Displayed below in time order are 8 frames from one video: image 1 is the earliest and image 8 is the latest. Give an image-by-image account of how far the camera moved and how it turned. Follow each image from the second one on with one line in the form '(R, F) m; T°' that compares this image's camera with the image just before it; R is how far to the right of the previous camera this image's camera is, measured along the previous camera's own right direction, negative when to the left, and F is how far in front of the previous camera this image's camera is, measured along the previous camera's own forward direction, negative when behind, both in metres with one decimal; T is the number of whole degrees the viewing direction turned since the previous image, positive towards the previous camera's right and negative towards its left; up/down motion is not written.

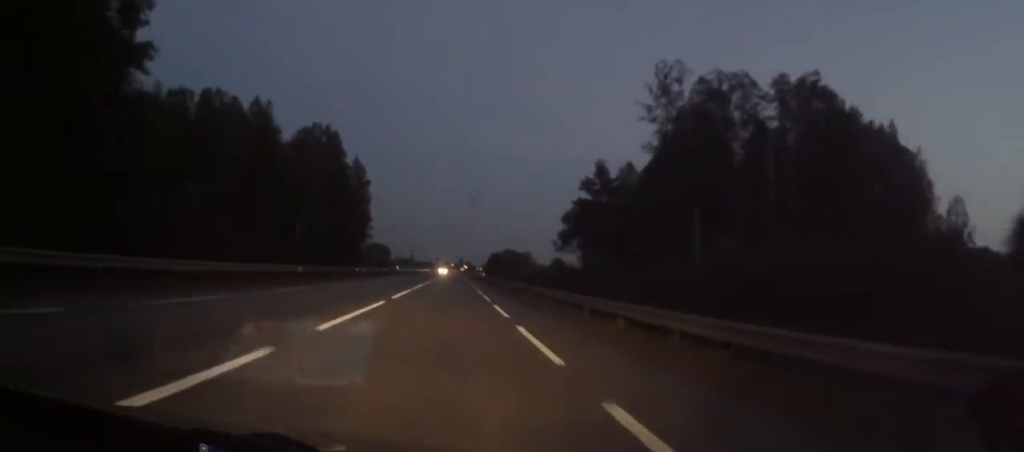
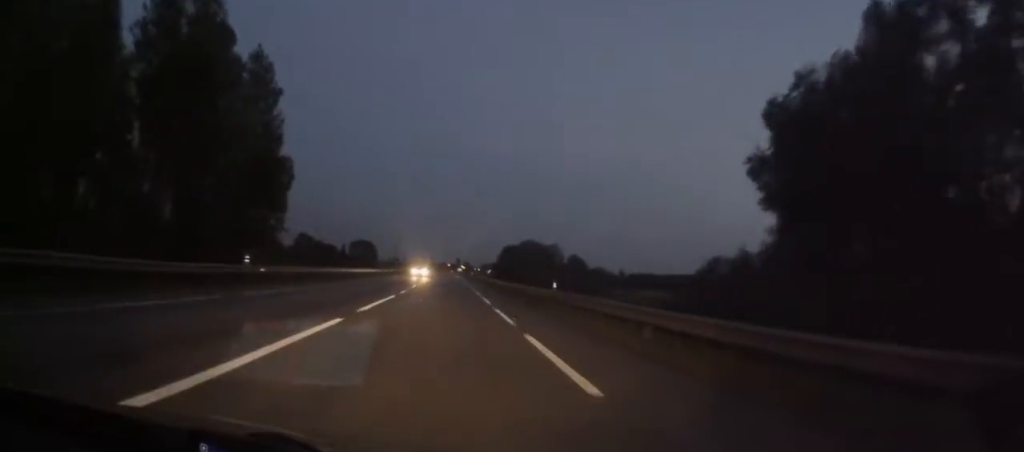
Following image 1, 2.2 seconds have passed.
(+1.2, +65.8) m; +1°
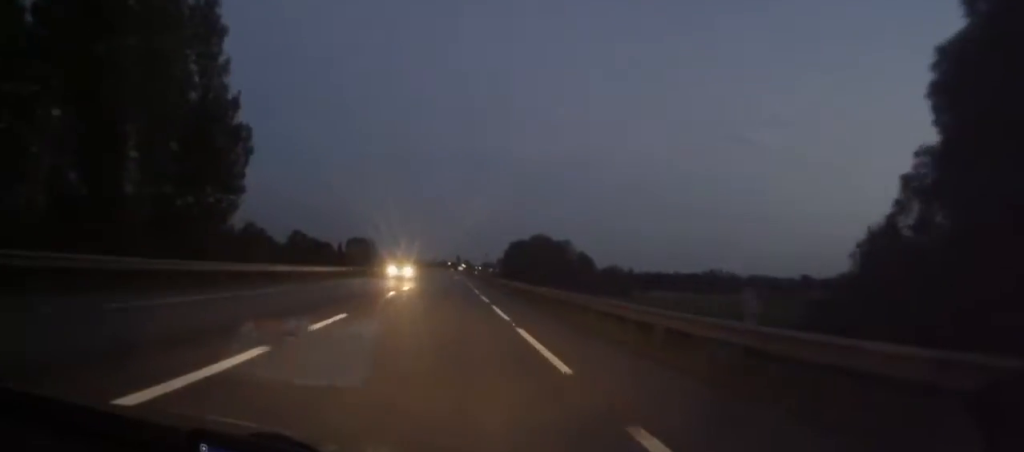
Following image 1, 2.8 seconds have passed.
(-0.2, +16.8) m; 0°
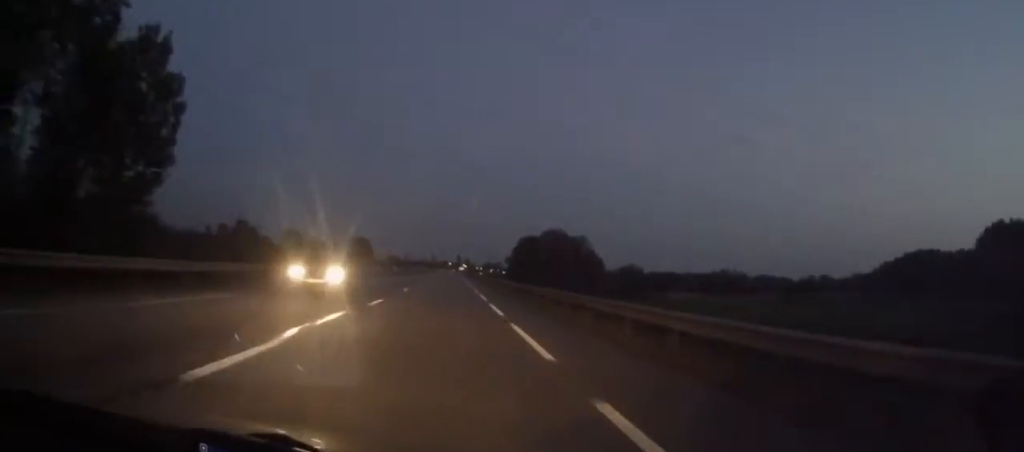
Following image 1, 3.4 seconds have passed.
(0.0, +16.8) m; 0°
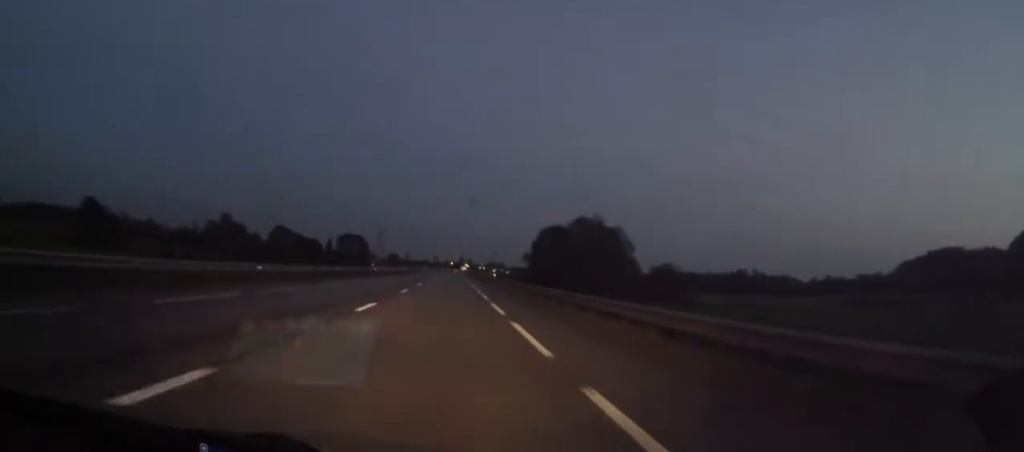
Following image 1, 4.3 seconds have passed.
(+0.2, +26.7) m; 0°
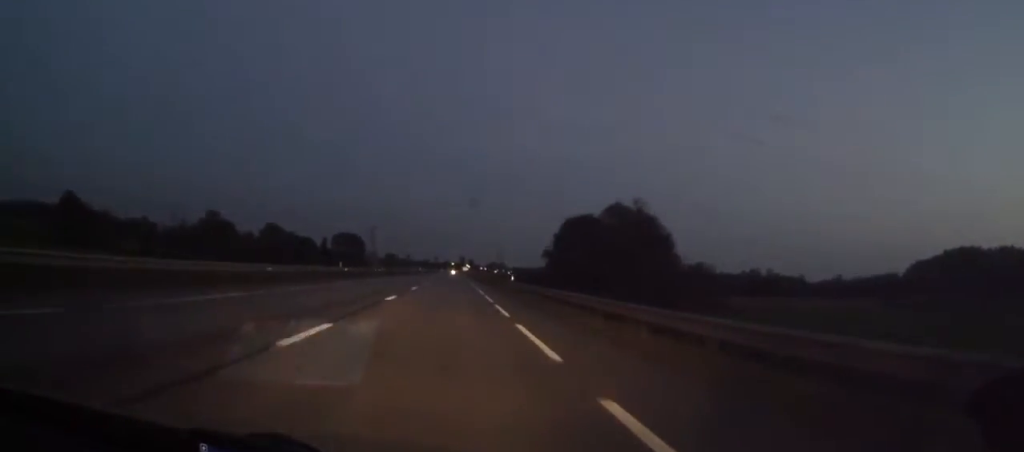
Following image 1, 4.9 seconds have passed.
(-0.1, +18.9) m; 0°
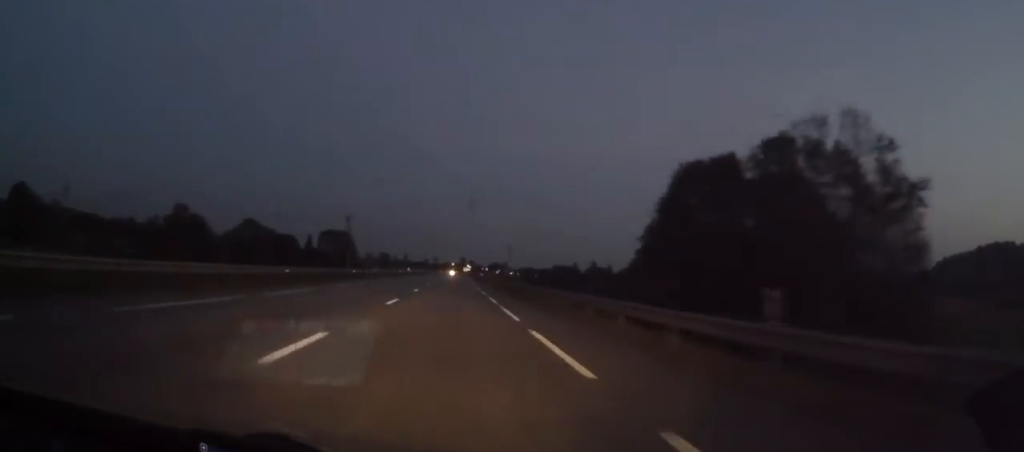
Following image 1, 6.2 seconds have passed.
(-0.2, +37.6) m; -1°
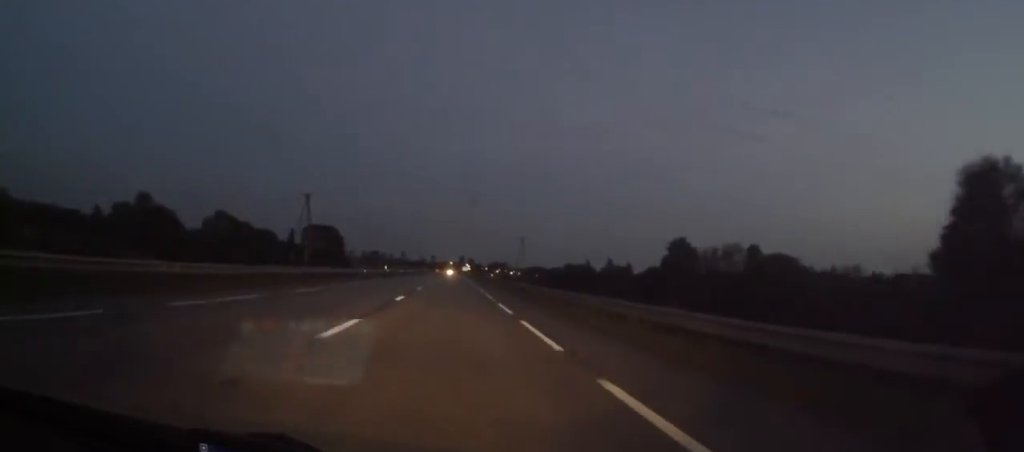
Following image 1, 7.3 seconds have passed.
(-0.1, +33.6) m; +1°
